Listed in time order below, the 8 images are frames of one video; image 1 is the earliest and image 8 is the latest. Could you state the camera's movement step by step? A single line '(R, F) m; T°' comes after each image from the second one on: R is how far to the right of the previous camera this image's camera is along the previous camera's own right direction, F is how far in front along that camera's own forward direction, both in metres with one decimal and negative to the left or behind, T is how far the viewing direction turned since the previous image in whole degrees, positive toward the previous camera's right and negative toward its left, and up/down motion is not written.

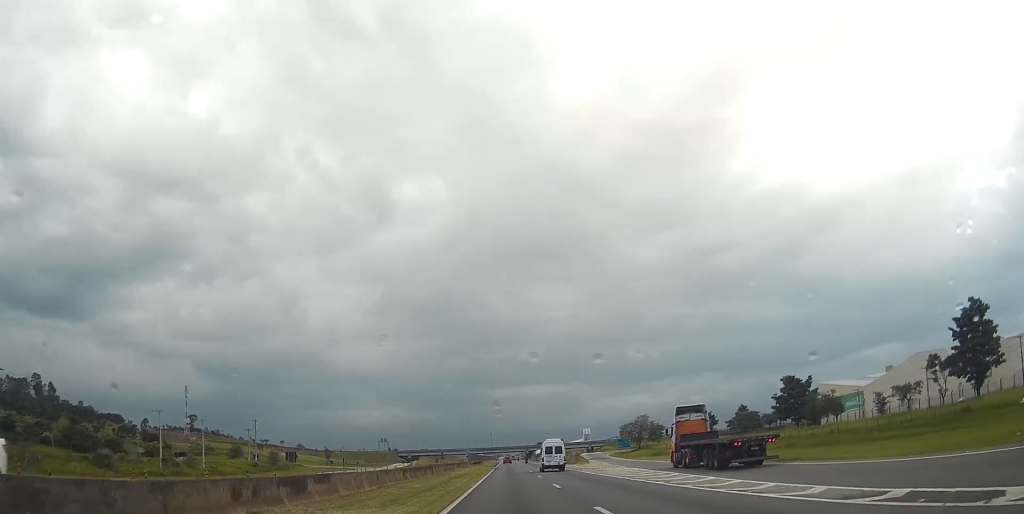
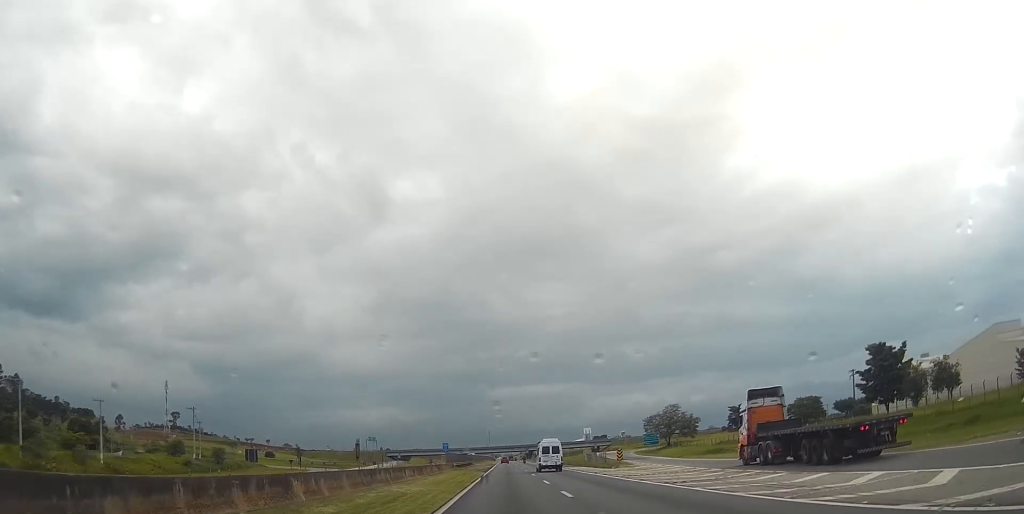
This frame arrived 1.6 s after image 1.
(+0.6, +39.3) m; +1°
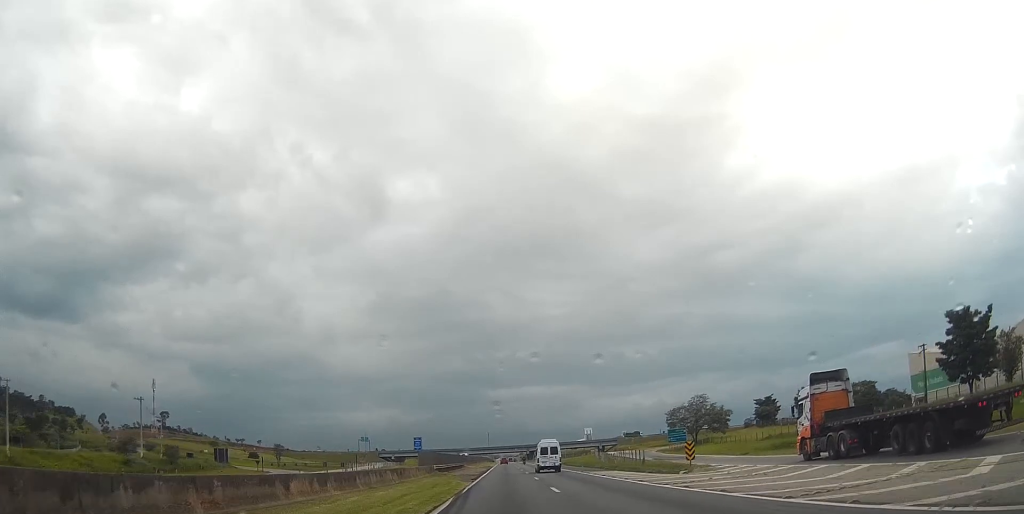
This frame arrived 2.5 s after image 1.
(-0.1, +24.5) m; 0°
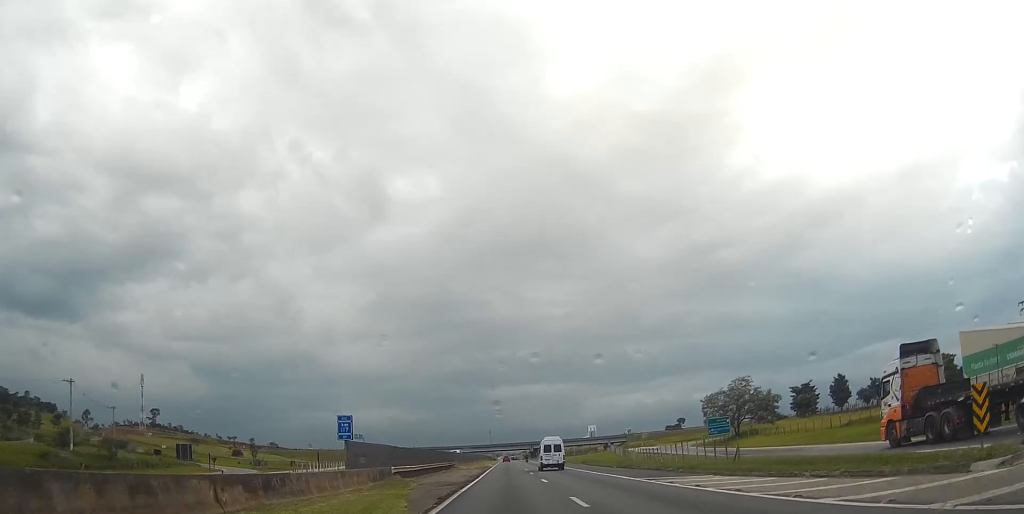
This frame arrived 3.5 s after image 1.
(-0.1, +25.4) m; 0°
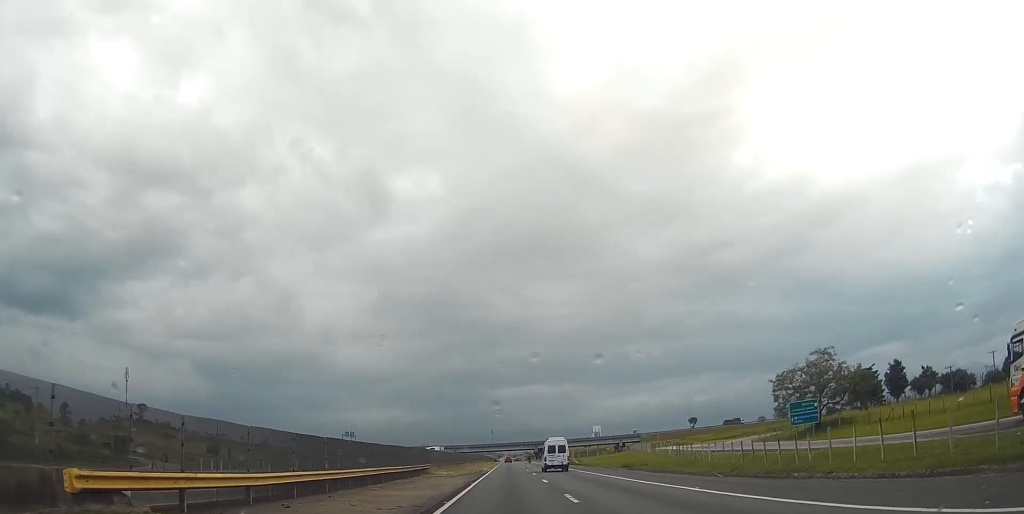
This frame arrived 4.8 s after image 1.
(+0.2, +31.4) m; +1°
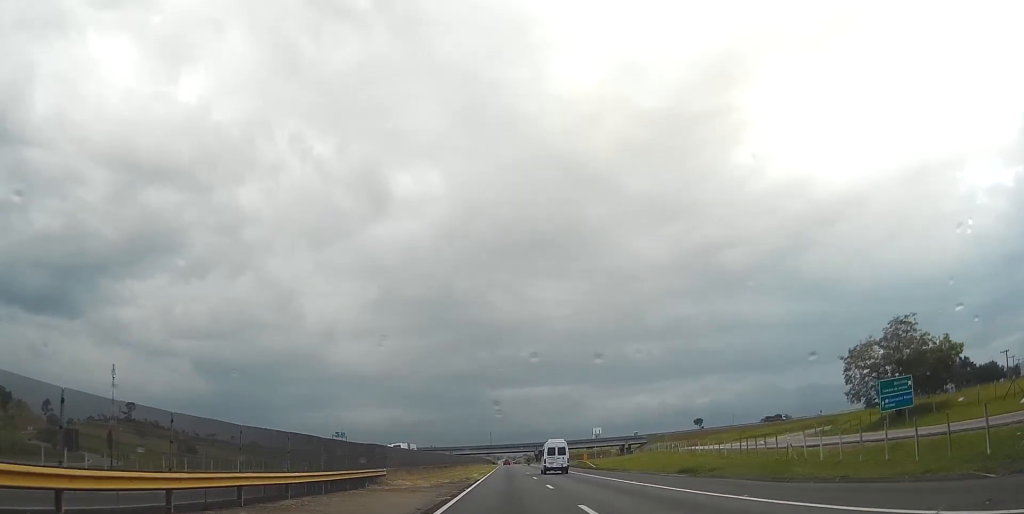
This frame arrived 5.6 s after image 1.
(+0.2, +20.4) m; 0°
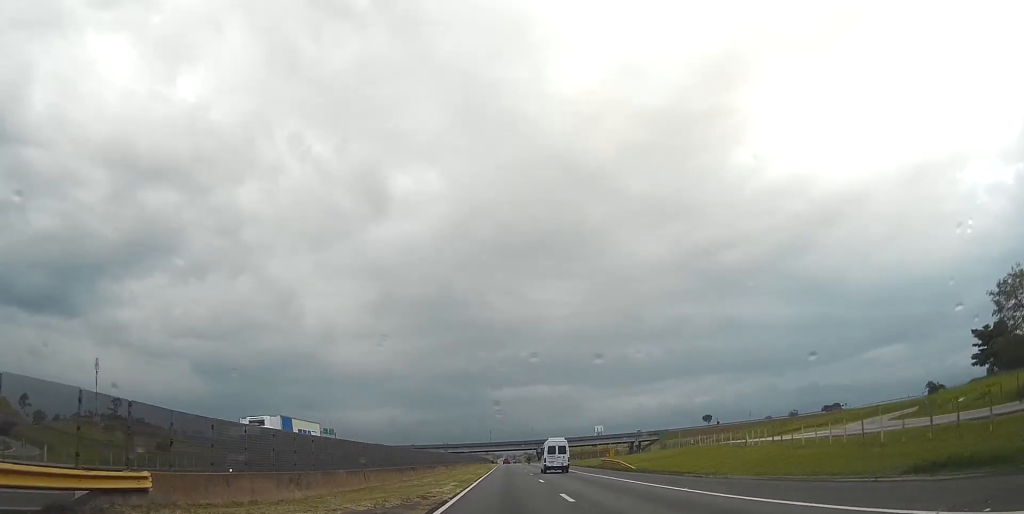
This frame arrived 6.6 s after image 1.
(-0.1, +25.6) m; -1°
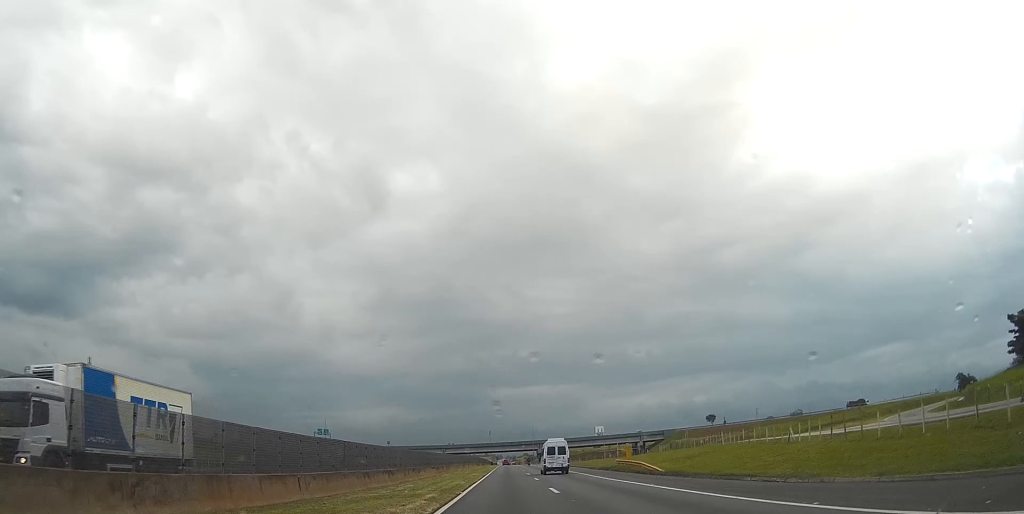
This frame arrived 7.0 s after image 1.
(0.0, +10.3) m; 0°
